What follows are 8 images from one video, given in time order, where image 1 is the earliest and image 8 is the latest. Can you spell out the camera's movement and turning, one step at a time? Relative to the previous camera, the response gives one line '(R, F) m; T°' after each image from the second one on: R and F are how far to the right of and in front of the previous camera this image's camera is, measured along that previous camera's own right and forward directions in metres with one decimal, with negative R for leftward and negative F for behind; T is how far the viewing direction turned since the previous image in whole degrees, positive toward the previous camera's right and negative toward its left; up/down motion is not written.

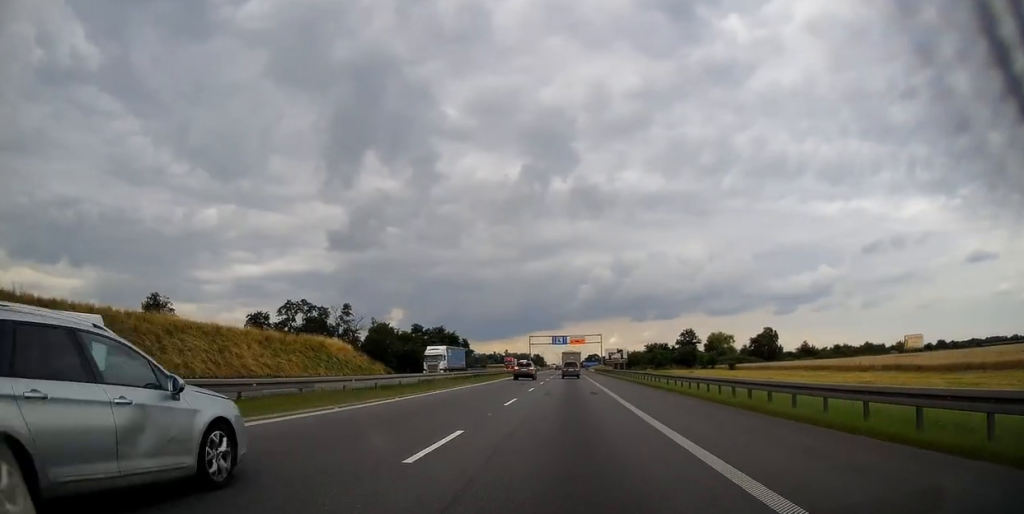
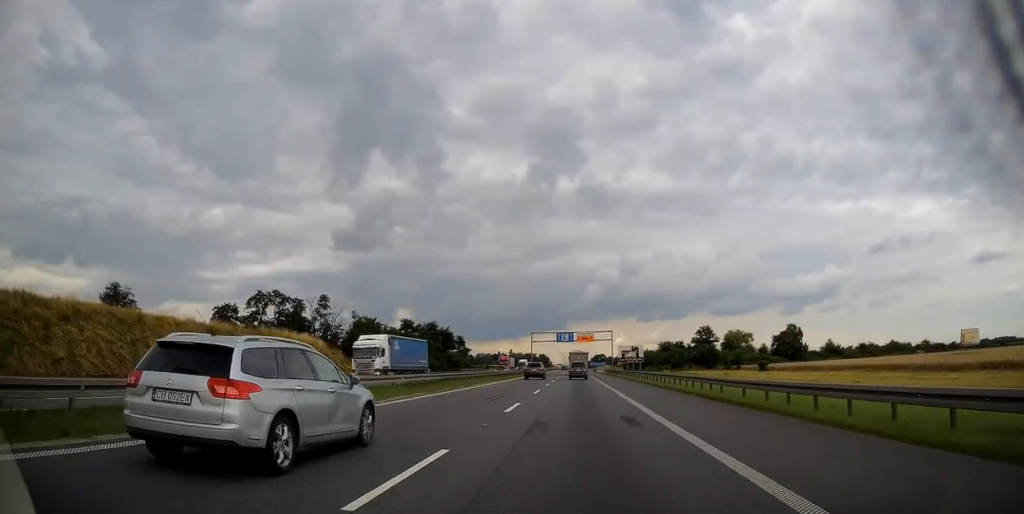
(-0.4, +14.6) m; -1°
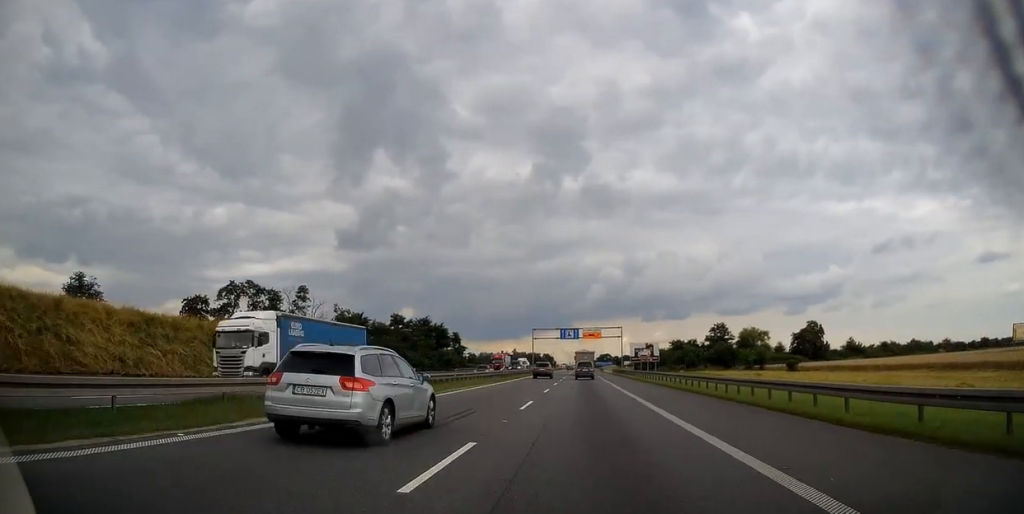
(-0.1, +11.1) m; 0°
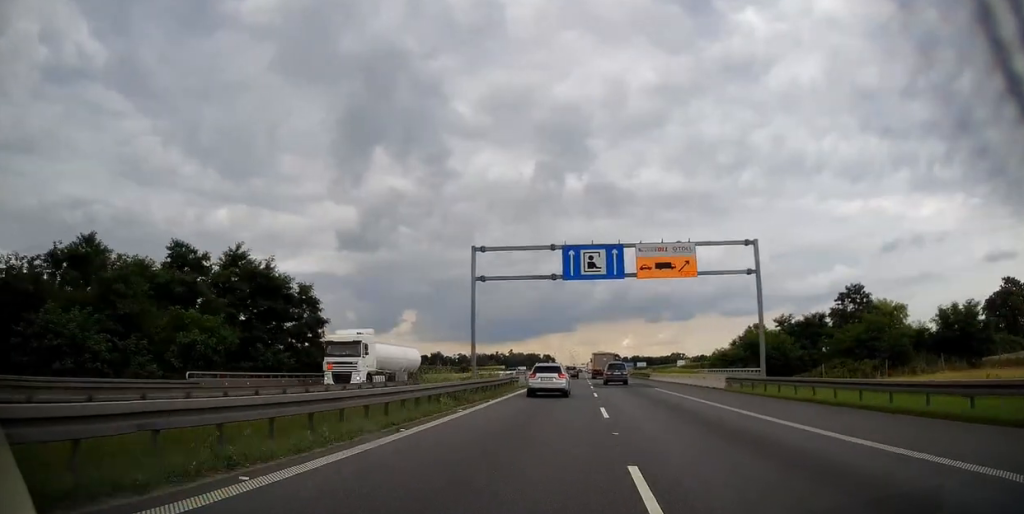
(-0.1, +73.9) m; 0°
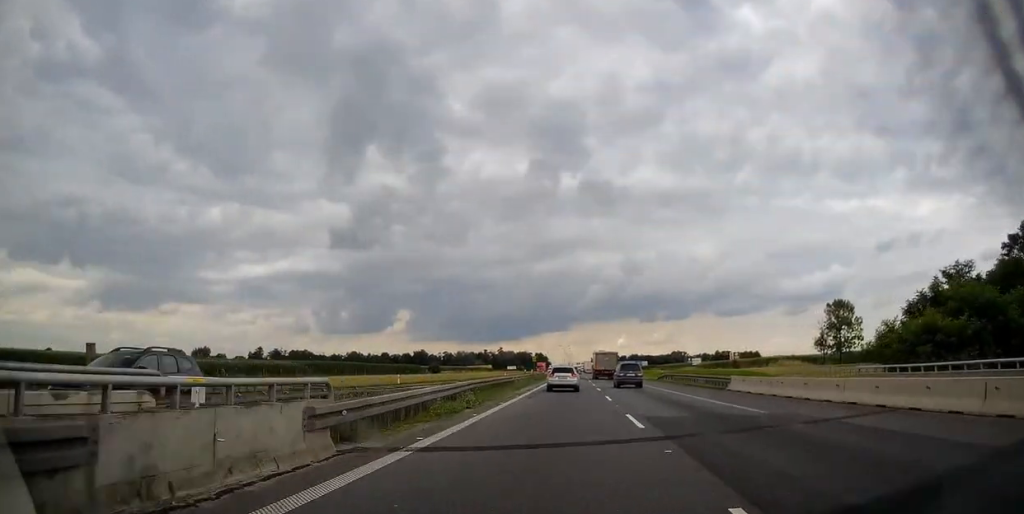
(-0.1, +38.4) m; 0°
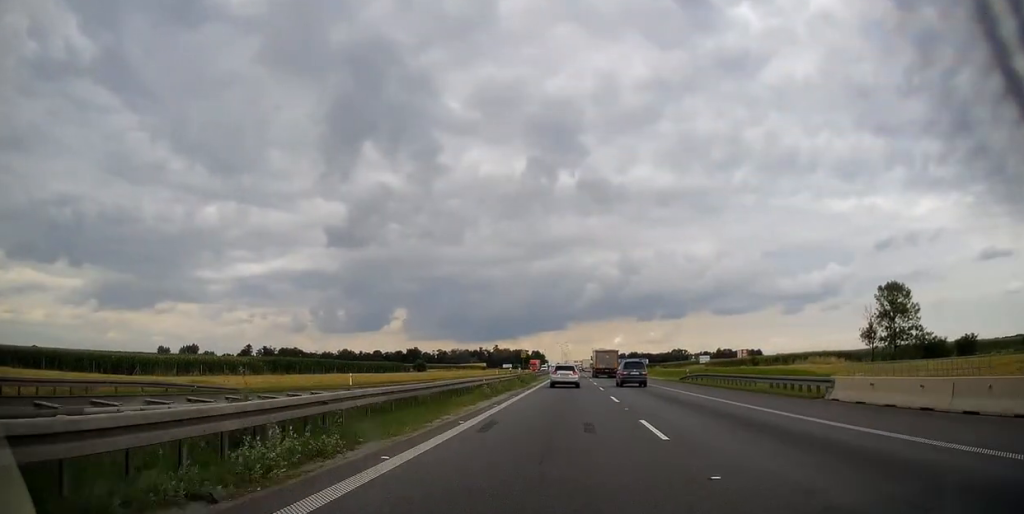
(0.0, +14.6) m; 0°
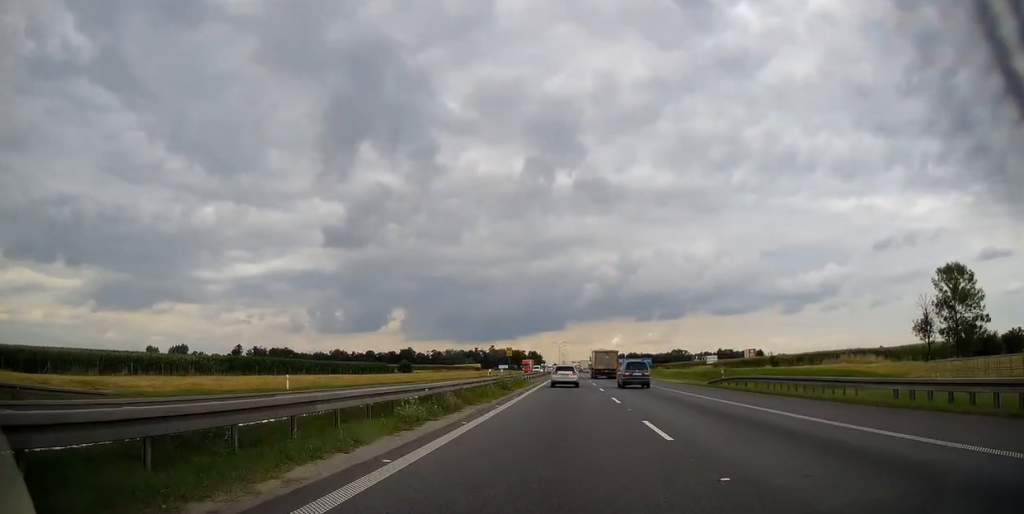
(+0.1, +12.1) m; 0°
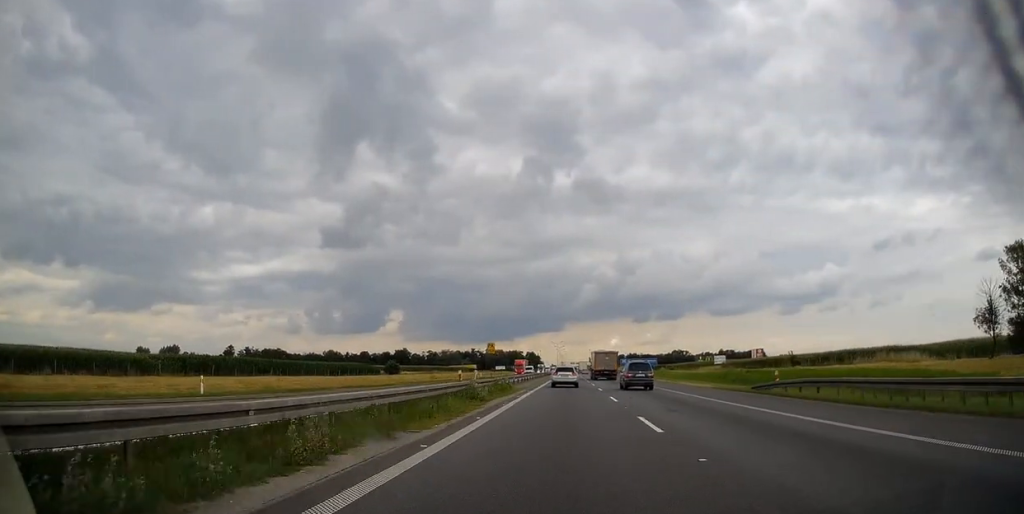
(0.0, +10.3) m; 0°
